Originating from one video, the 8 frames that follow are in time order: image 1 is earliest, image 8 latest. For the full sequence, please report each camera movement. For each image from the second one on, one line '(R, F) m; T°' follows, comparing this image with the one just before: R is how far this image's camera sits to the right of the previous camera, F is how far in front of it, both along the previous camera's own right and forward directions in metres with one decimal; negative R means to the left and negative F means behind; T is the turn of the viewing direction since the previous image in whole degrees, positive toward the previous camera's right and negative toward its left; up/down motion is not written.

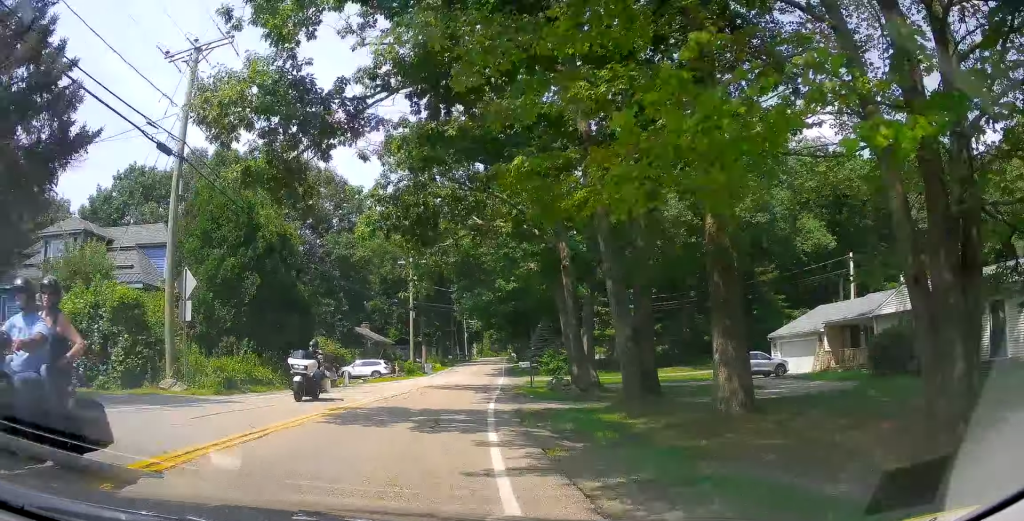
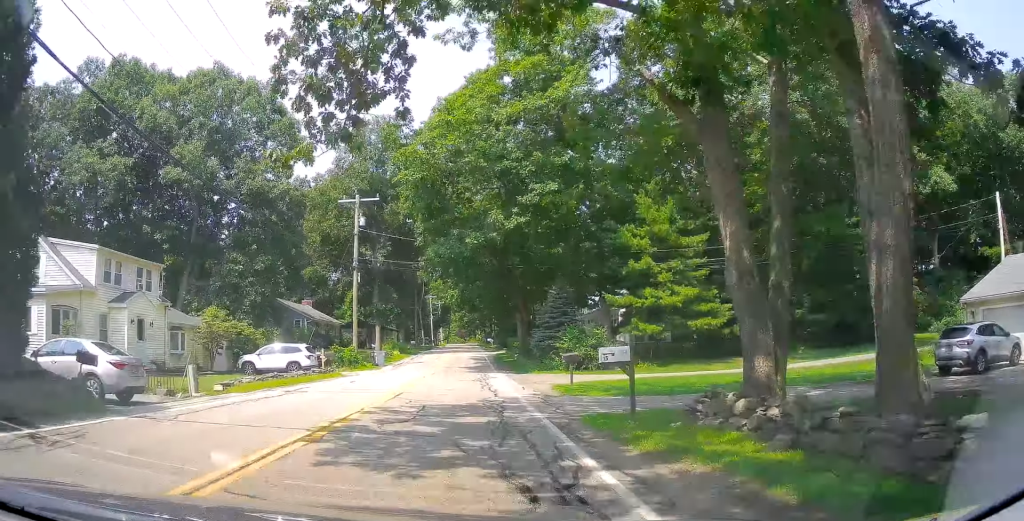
(-0.9, +19.4) m; +1°
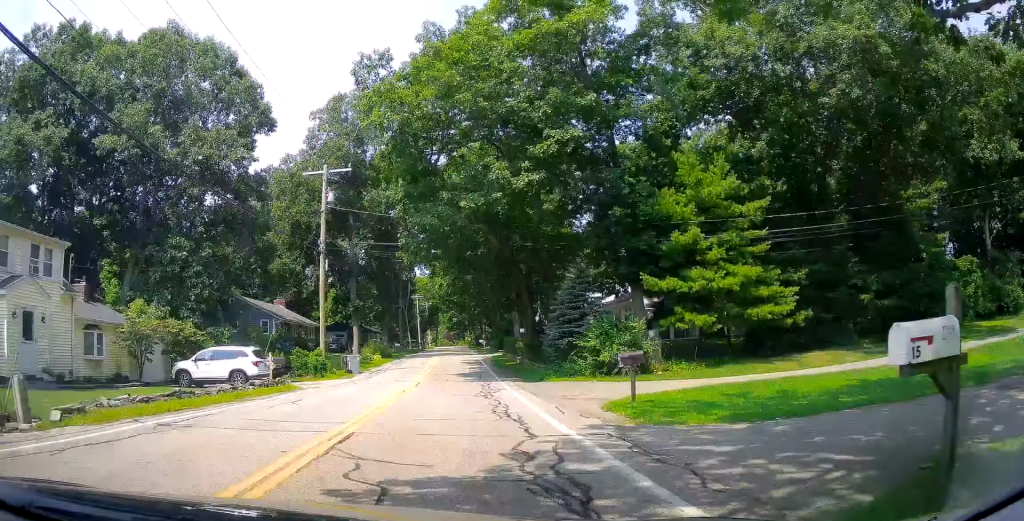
(+0.4, +7.5) m; +2°
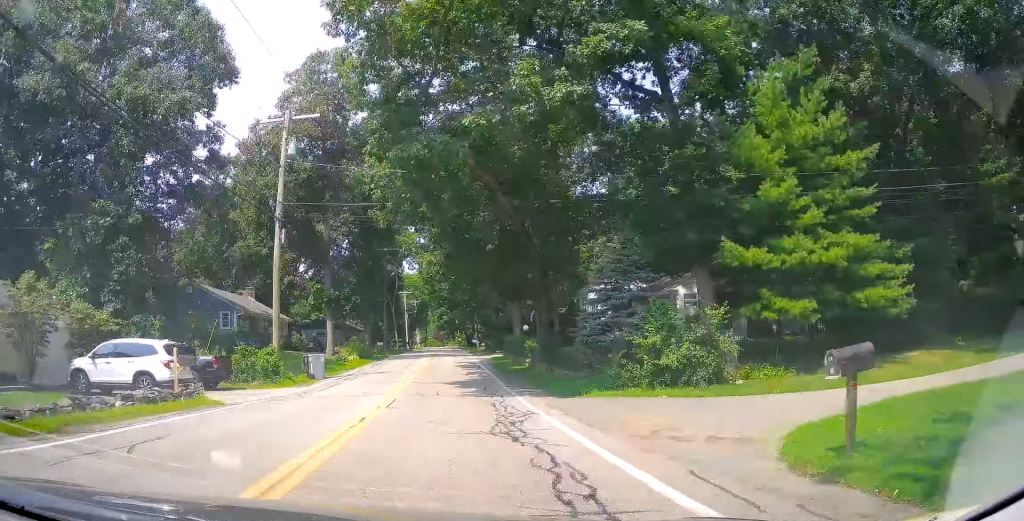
(+0.5, +7.5) m; +2°
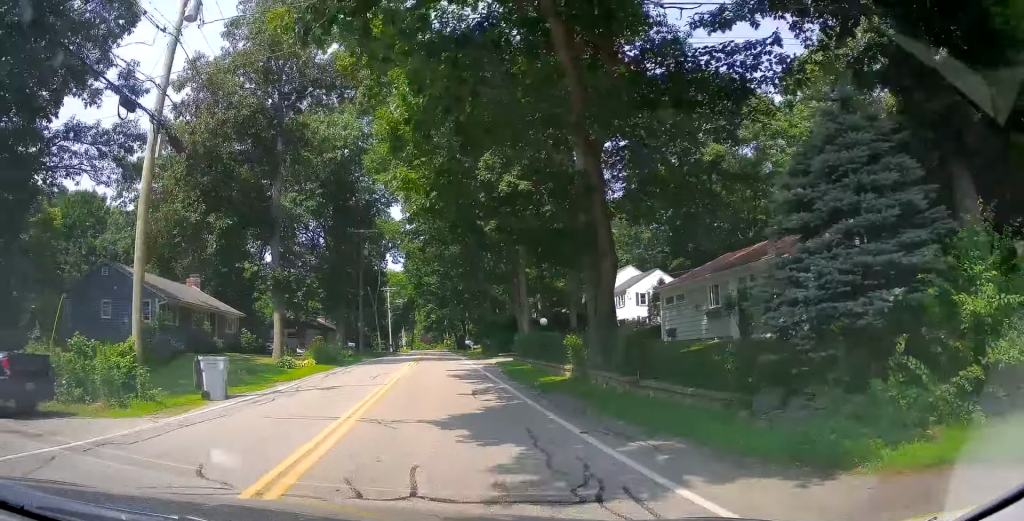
(+0.2, +11.3) m; +1°
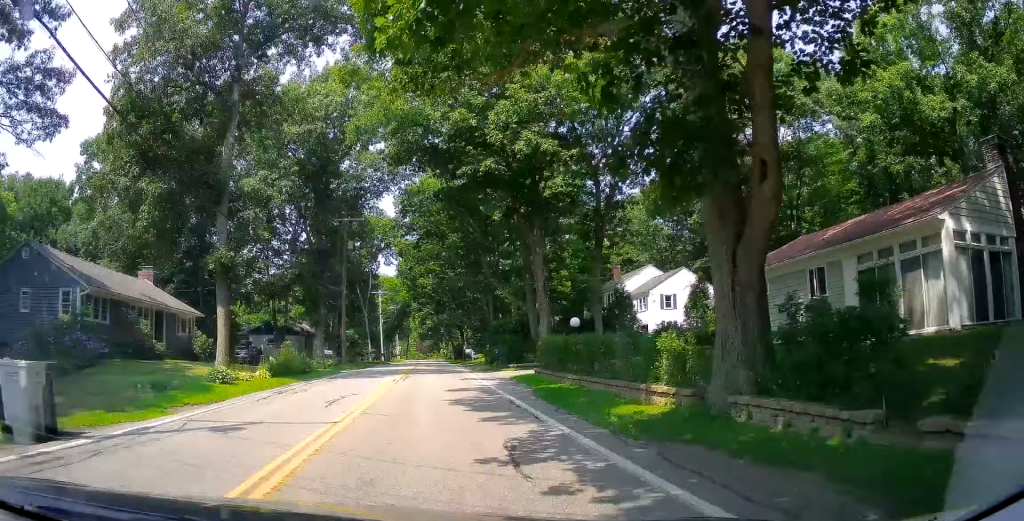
(0.0, +7.9) m; 0°
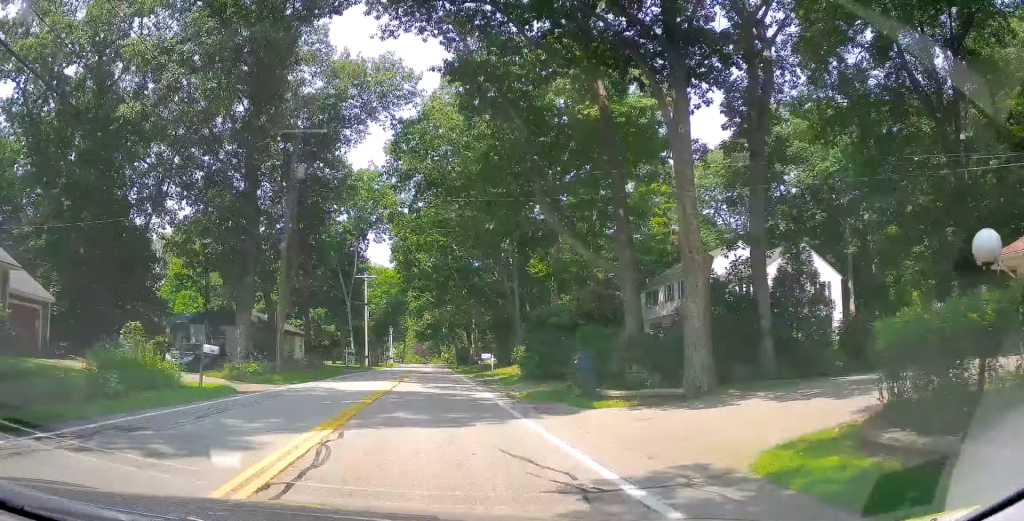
(0.0, +19.1) m; 0°
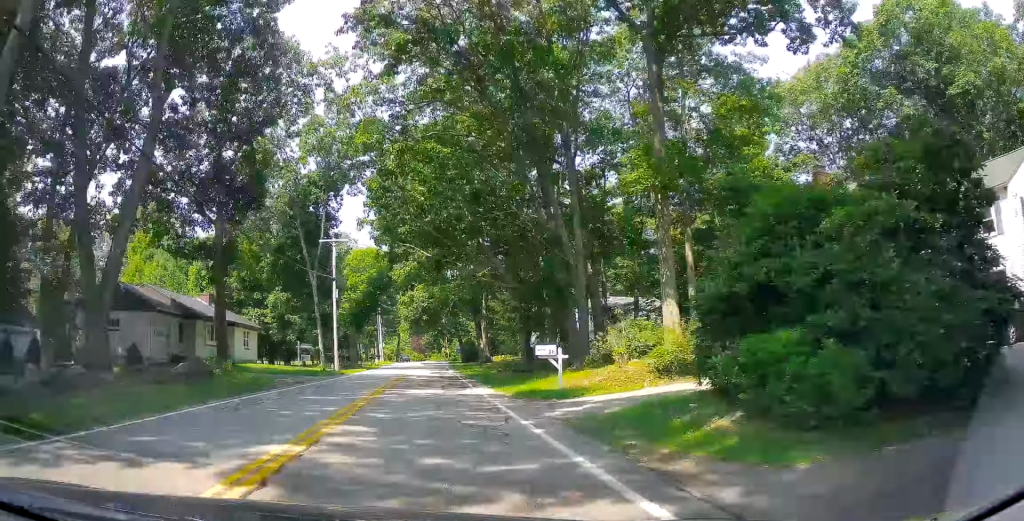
(0.0, +20.4) m; 0°
